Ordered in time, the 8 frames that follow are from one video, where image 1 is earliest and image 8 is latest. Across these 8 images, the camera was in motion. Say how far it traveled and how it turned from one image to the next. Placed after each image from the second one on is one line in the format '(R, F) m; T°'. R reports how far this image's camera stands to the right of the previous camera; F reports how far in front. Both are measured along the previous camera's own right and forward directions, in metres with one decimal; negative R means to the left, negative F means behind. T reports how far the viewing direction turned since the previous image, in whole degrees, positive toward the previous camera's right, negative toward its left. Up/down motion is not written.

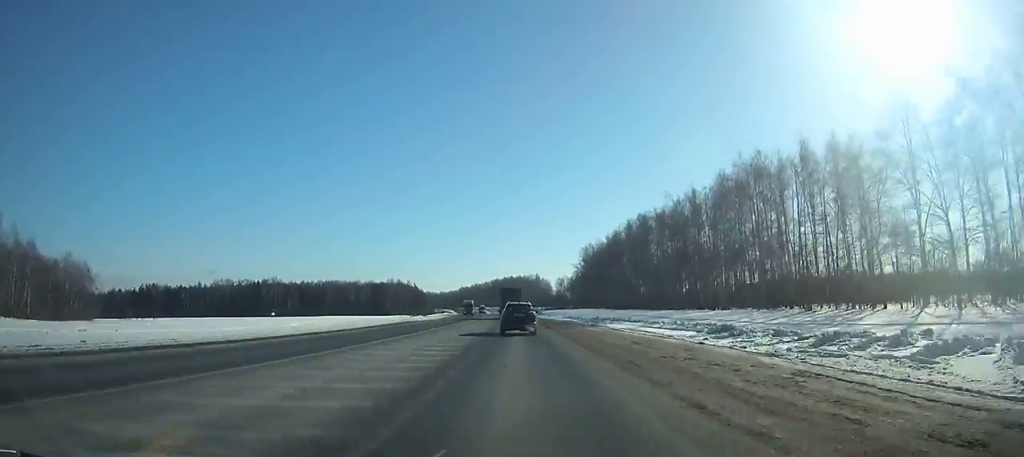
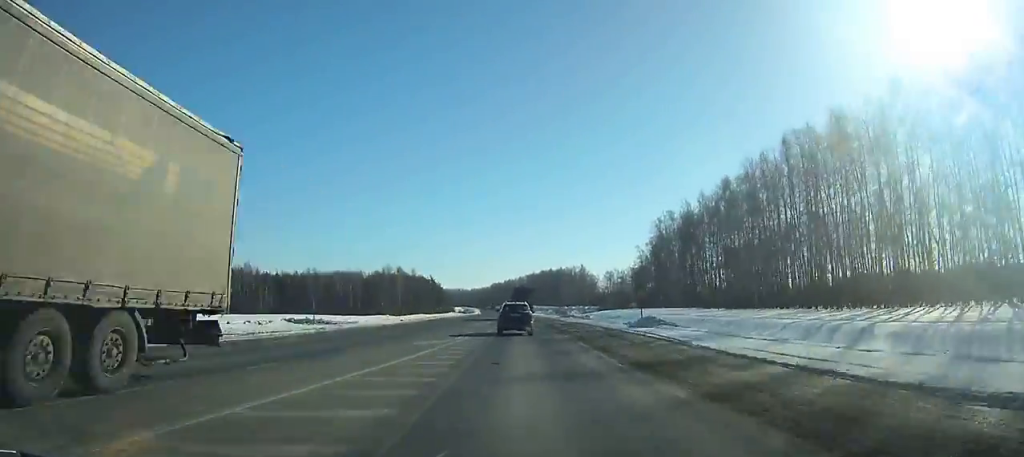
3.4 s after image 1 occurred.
(-2.4, +80.0) m; -3°
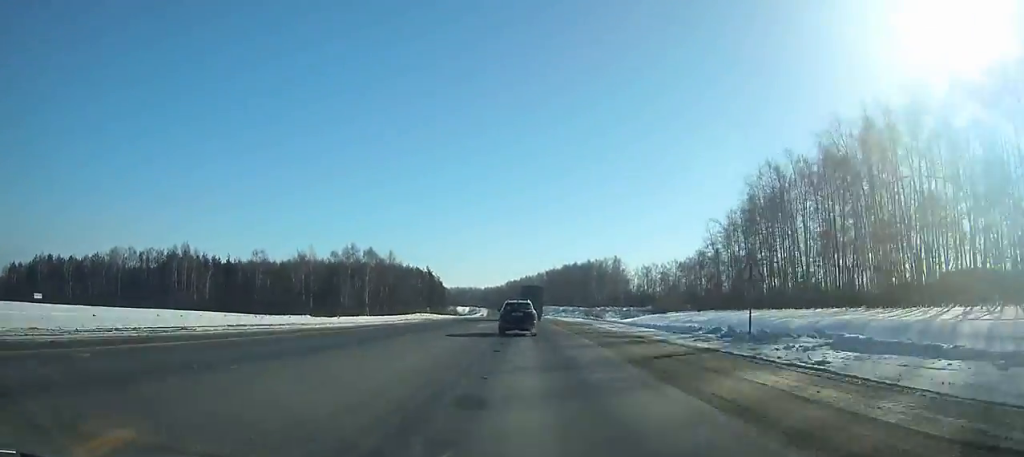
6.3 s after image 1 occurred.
(-1.3, +68.7) m; -1°
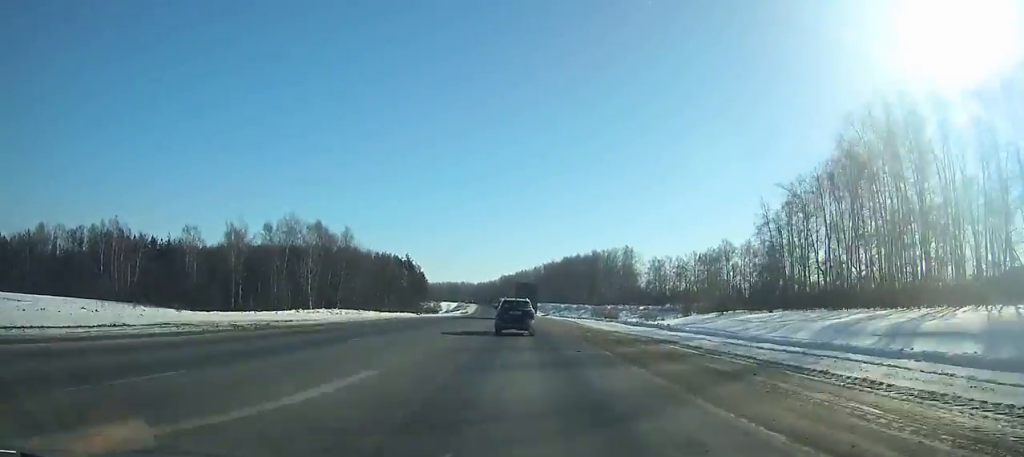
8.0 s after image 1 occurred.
(-0.2, +40.1) m; -1°
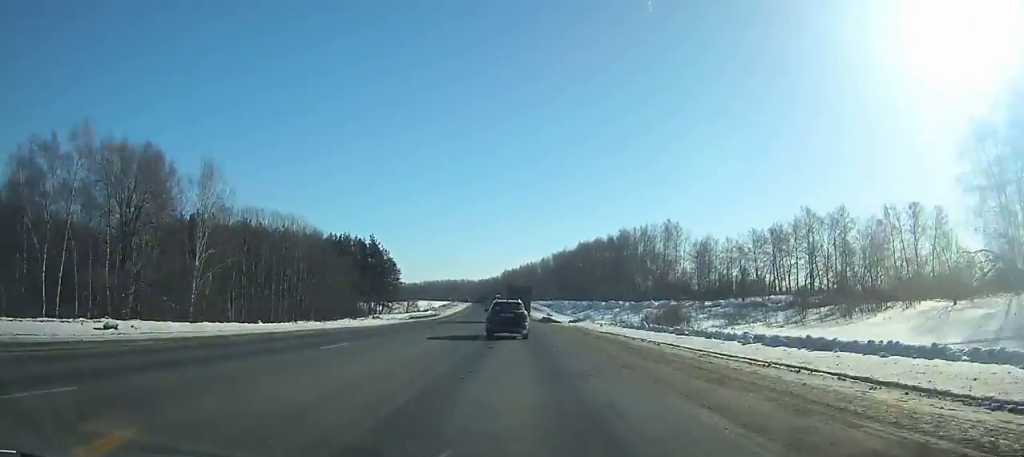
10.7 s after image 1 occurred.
(-0.2, +63.1) m; -1°
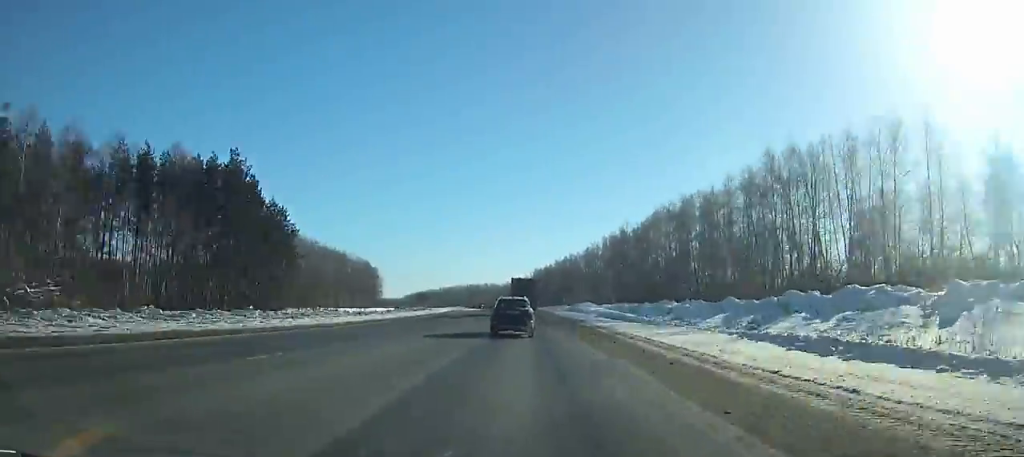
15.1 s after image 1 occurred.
(-1.6, +100.5) m; -2°
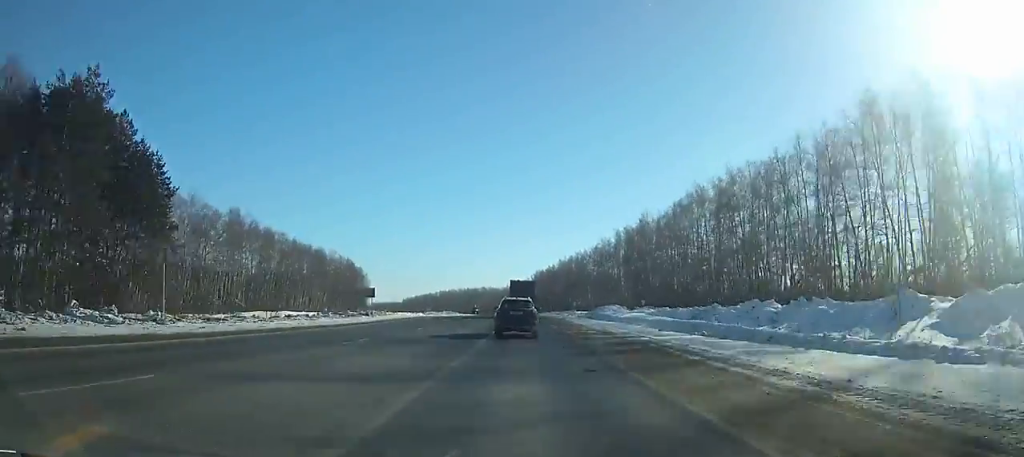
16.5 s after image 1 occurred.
(-0.2, +31.5) m; -1°
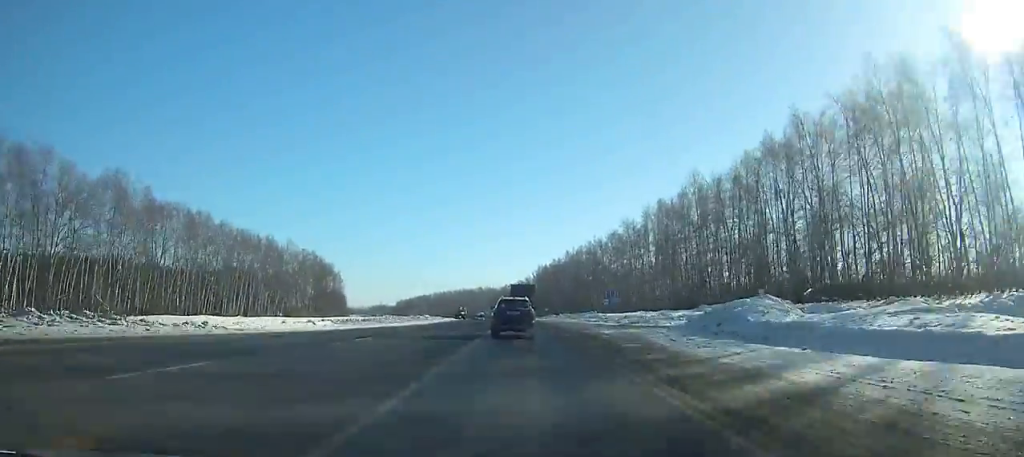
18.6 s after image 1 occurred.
(-0.2, +46.6) m; 0°
